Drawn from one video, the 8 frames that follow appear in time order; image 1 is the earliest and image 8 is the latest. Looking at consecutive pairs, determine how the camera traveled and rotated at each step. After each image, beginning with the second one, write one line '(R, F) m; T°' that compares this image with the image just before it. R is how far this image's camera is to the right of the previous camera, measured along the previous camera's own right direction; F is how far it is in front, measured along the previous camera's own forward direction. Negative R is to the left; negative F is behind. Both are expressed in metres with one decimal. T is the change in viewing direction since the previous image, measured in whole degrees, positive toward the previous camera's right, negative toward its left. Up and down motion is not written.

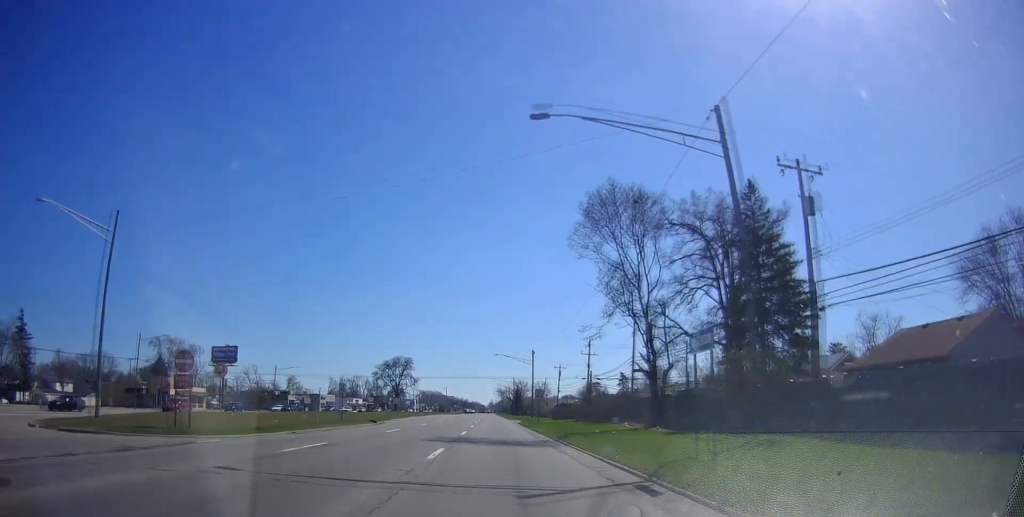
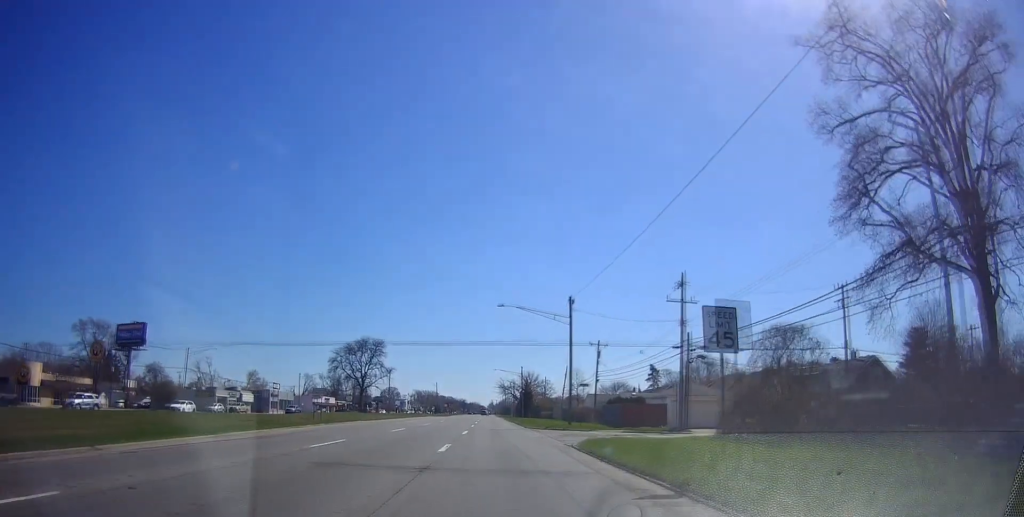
(+1.4, +43.5) m; 0°
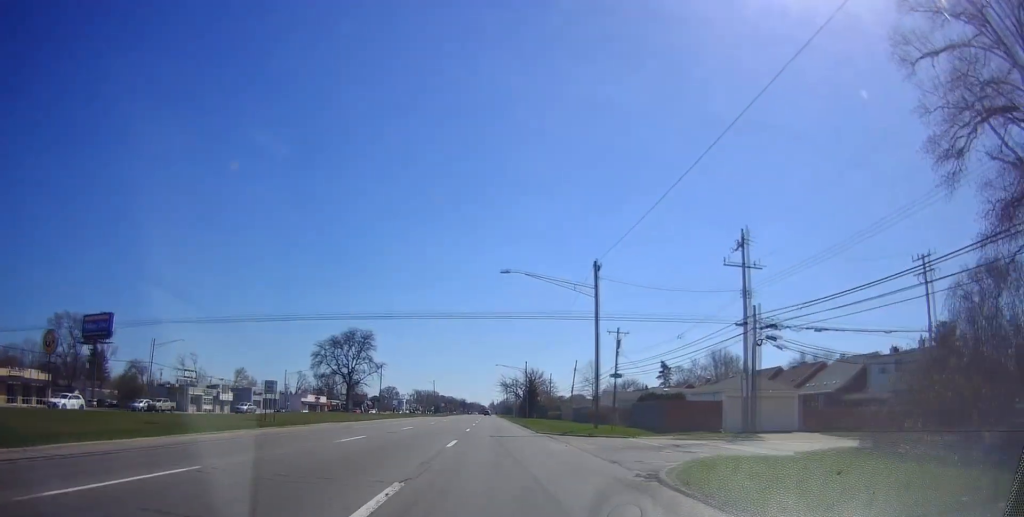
(-0.4, +11.7) m; 0°
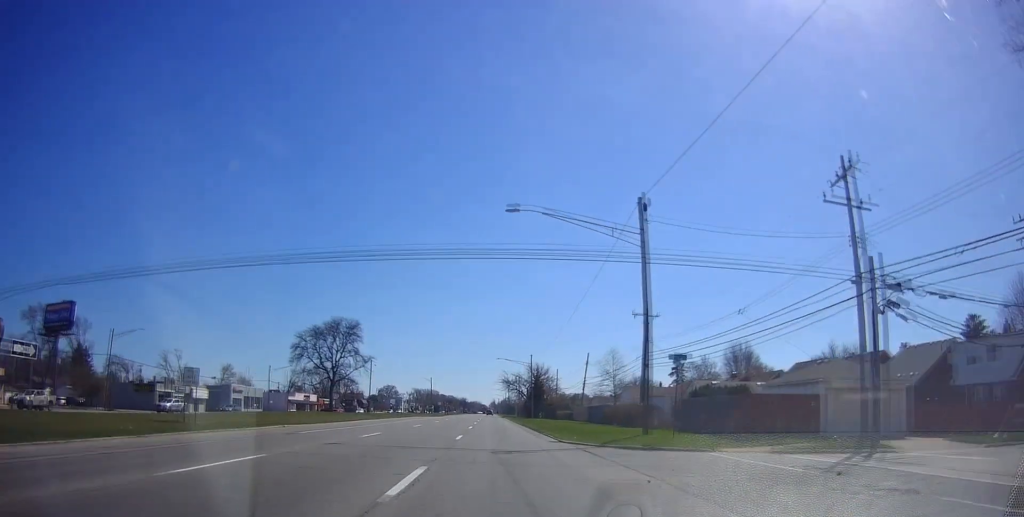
(0.0, +11.8) m; 0°
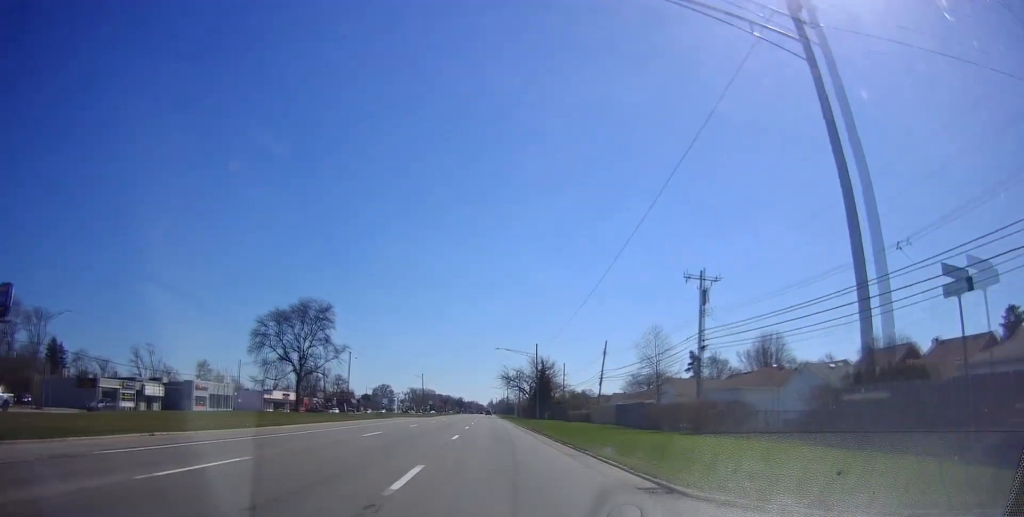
(+0.5, +15.9) m; +1°
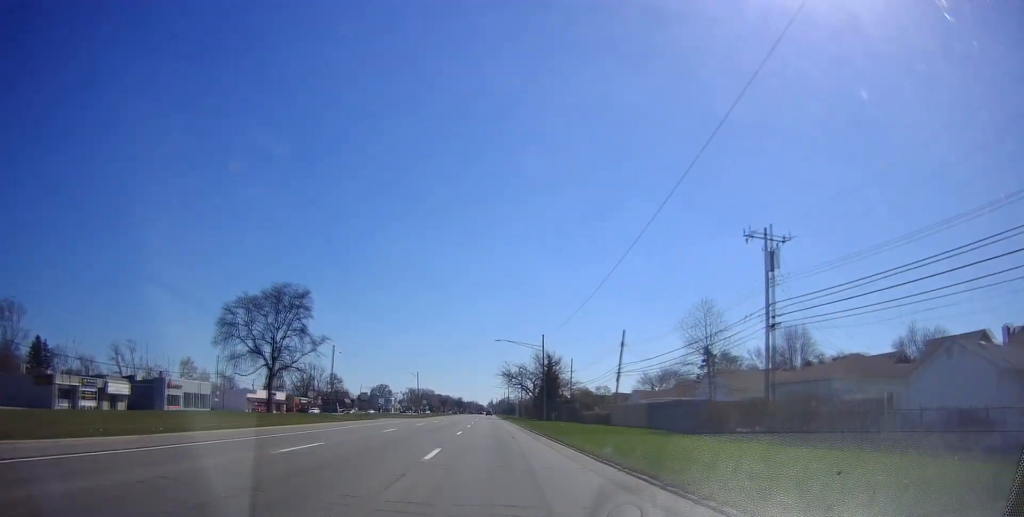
(-0.2, +10.4) m; 0°
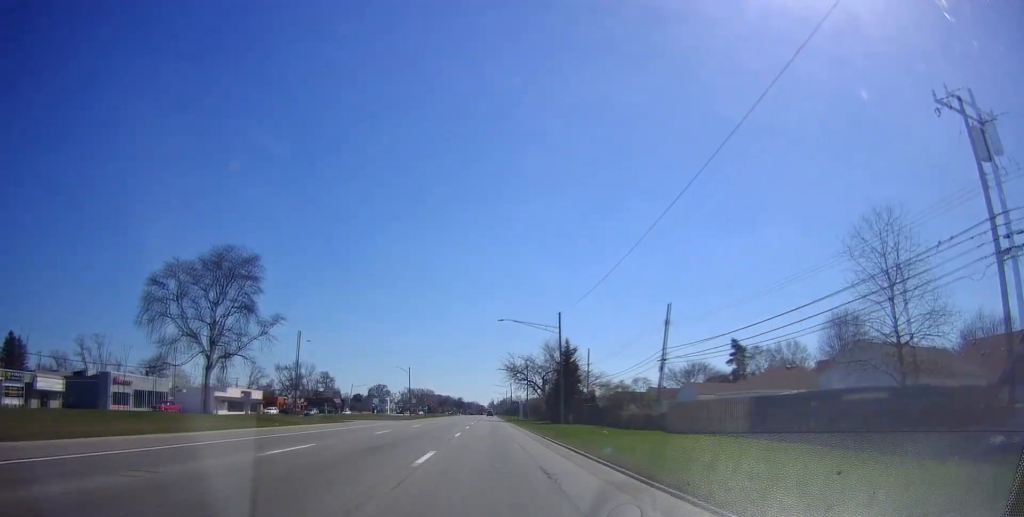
(0.0, +16.5) m; 0°
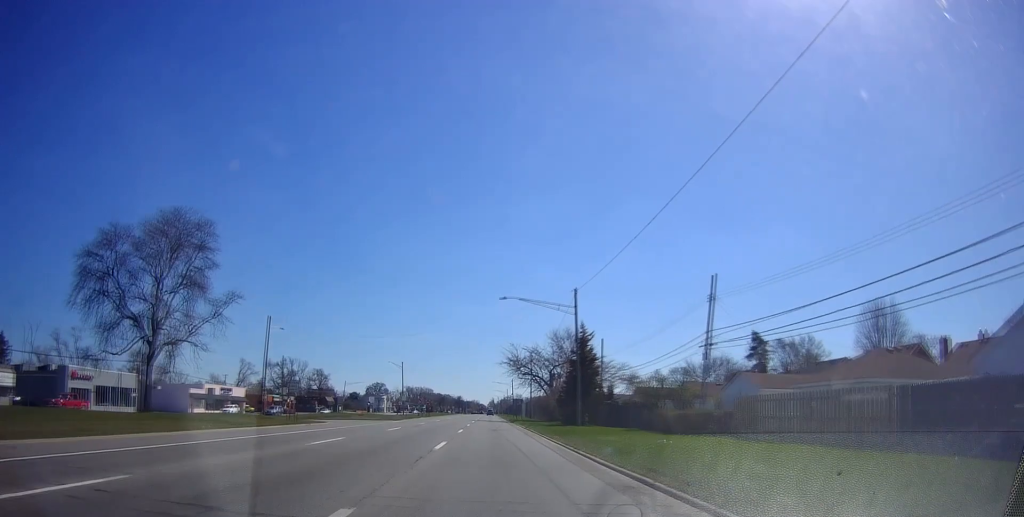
(+0.1, +10.3) m; 0°
